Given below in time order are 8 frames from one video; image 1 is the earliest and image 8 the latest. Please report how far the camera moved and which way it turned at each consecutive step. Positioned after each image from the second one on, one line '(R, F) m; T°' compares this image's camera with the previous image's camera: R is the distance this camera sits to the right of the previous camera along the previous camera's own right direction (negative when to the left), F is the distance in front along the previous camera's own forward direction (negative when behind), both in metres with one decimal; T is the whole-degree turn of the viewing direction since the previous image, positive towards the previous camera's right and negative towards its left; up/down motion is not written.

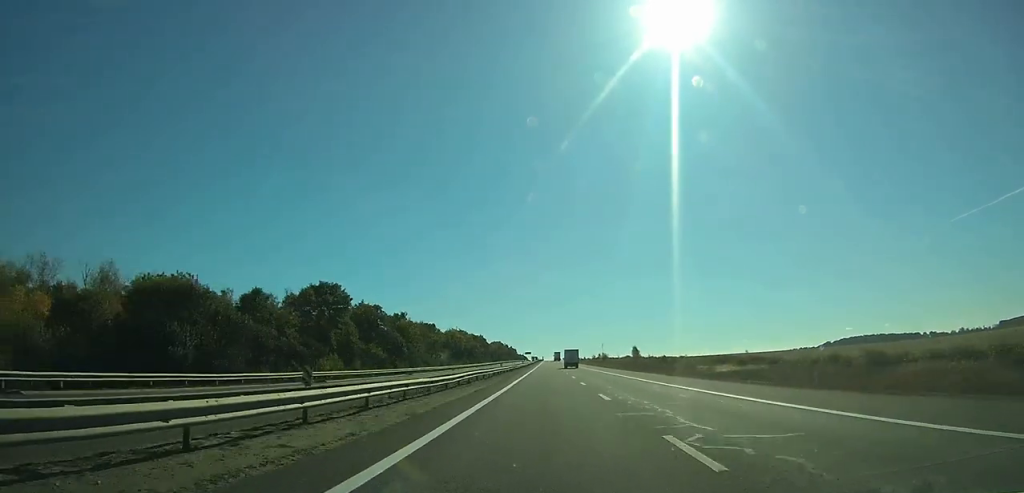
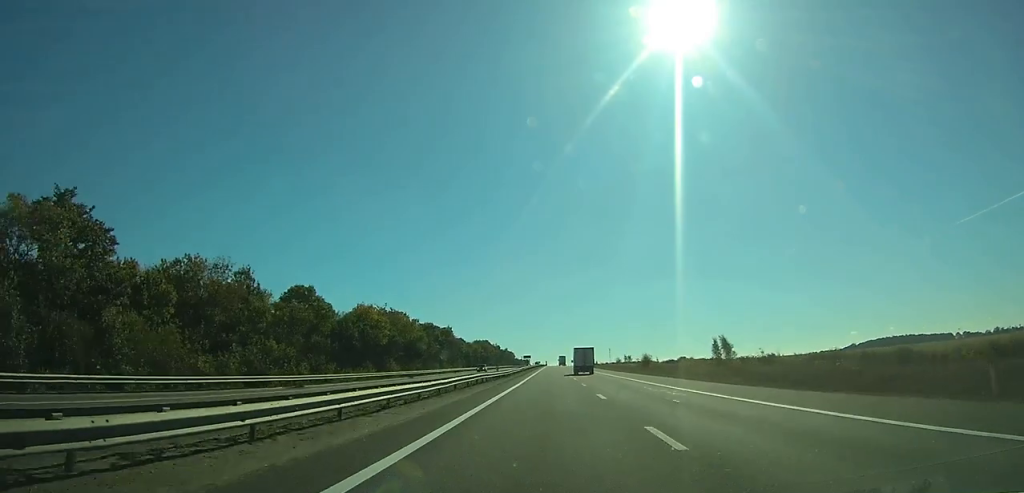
(-0.2, +105.2) m; 0°
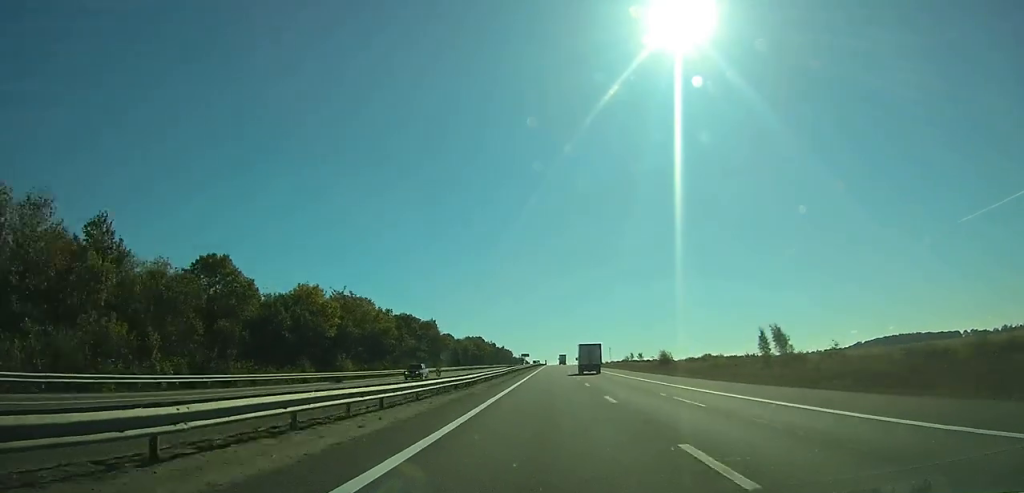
(0.0, +26.4) m; 0°
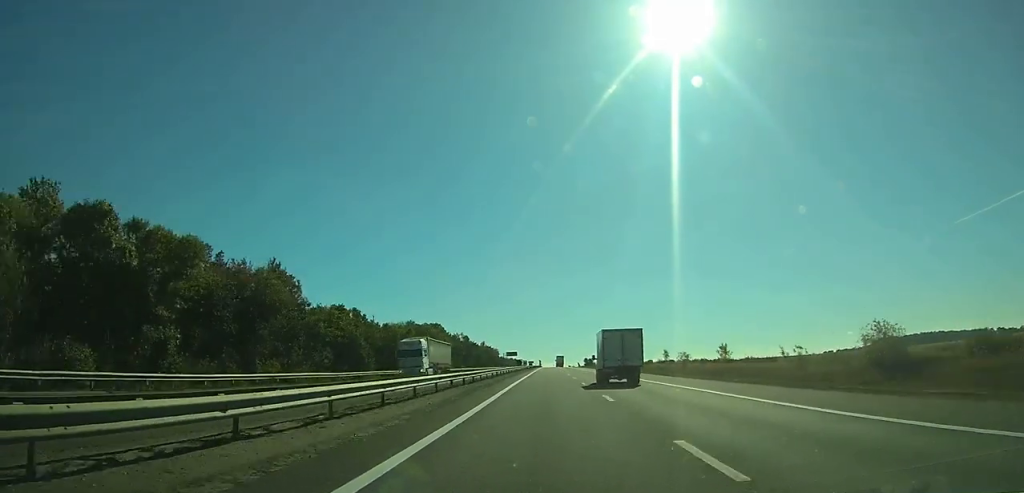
(+0.2, +95.0) m; 0°
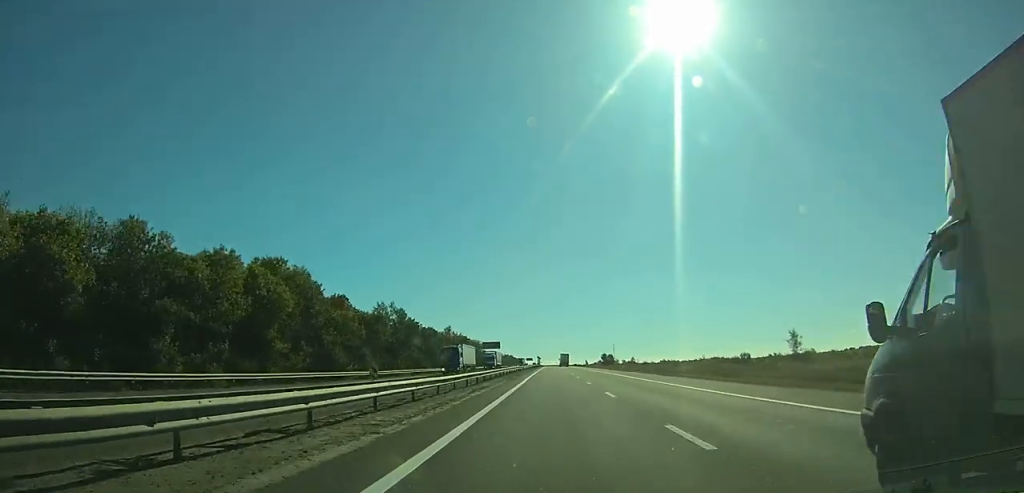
(-0.3, +104.8) m; 0°
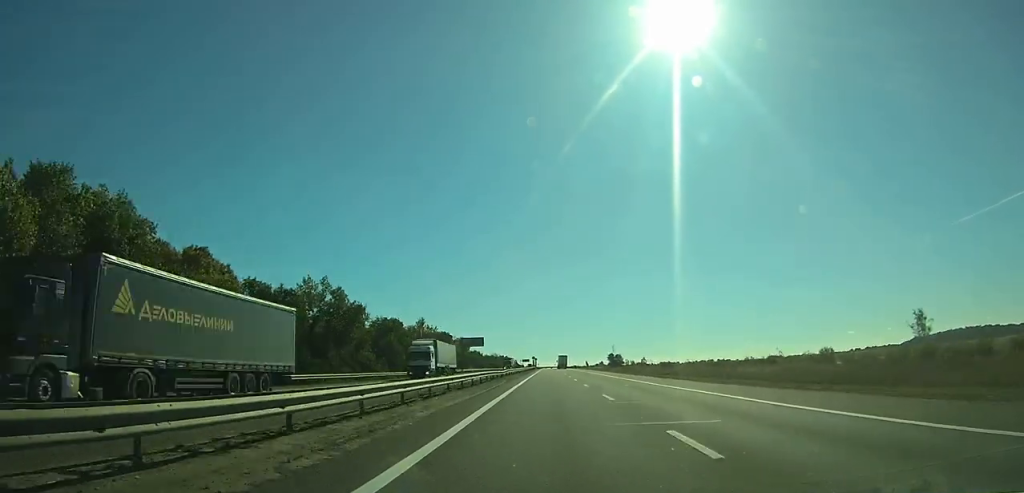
(0.0, +36.1) m; 0°
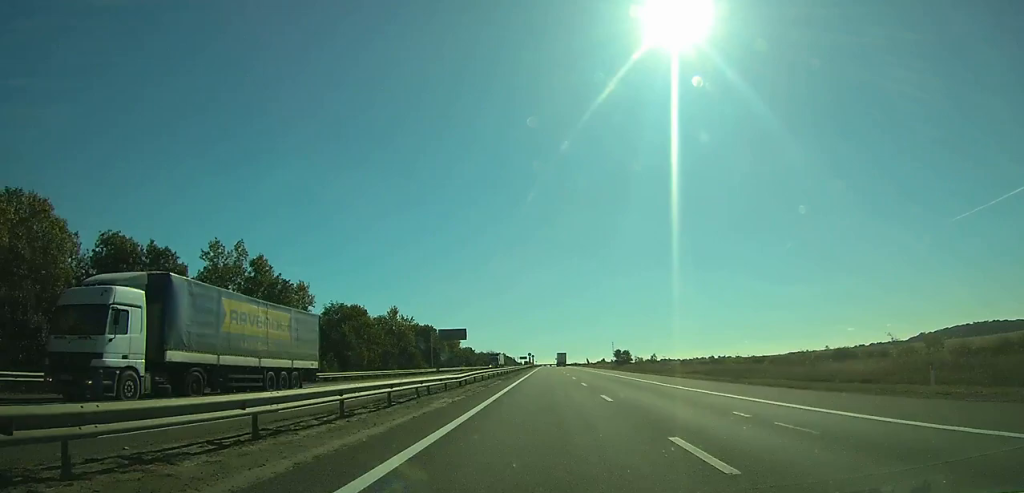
(+0.2, +24.6) m; 0°
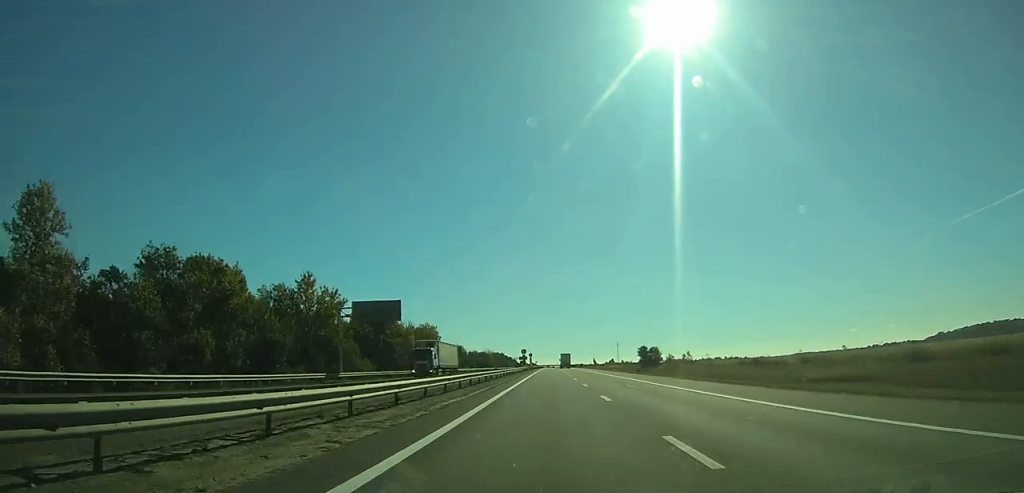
(+0.1, +47.1) m; 0°
